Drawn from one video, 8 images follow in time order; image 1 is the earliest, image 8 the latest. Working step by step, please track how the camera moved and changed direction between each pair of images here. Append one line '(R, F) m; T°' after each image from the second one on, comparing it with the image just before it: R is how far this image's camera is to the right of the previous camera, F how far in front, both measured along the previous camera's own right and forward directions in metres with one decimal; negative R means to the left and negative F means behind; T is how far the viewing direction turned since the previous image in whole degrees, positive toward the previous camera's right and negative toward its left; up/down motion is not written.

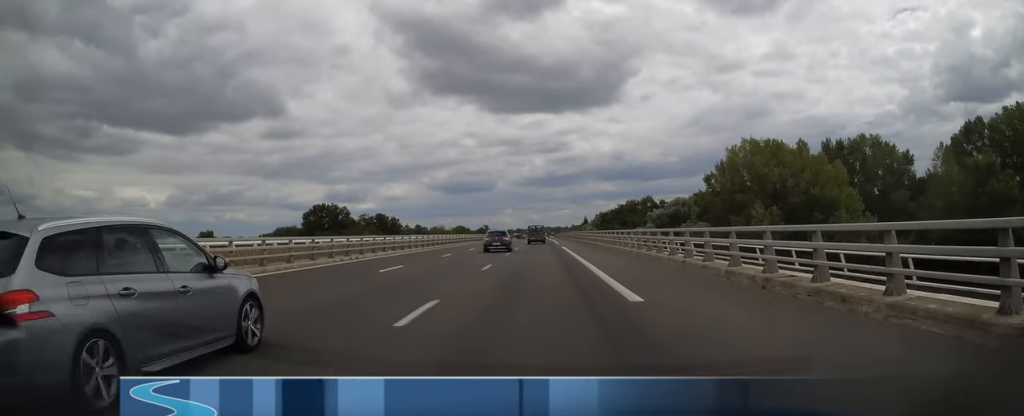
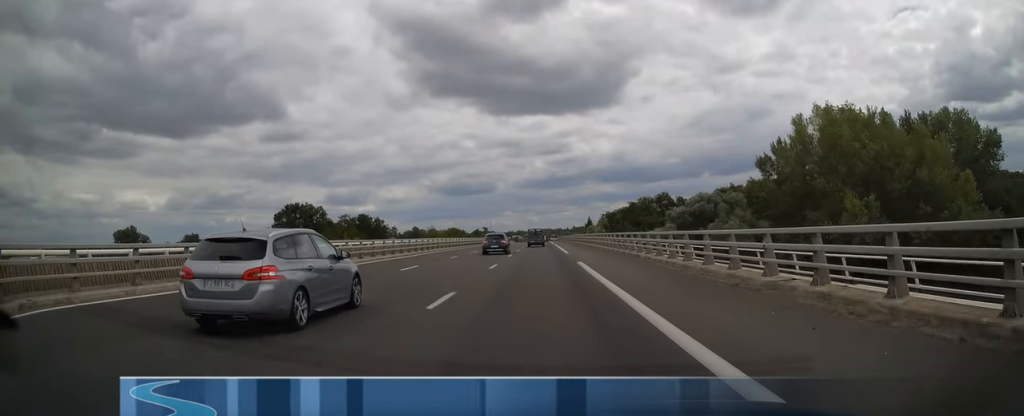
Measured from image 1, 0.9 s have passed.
(0.0, +22.6) m; 0°
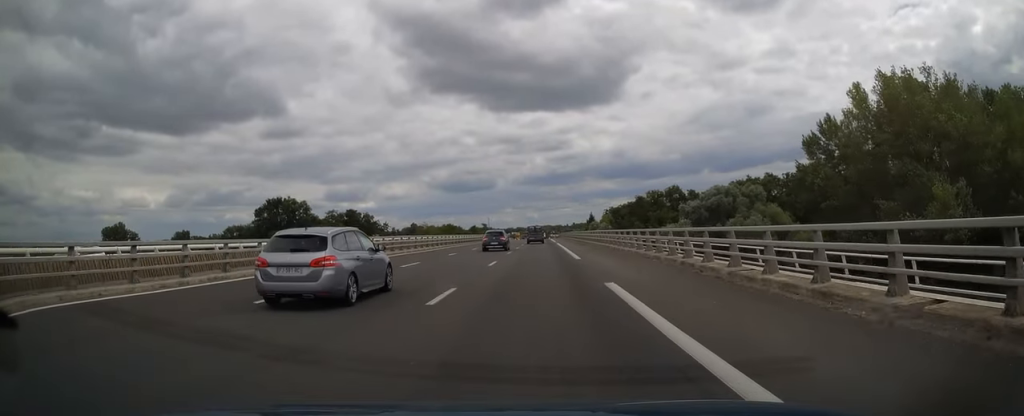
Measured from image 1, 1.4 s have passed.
(0.0, +12.5) m; 0°
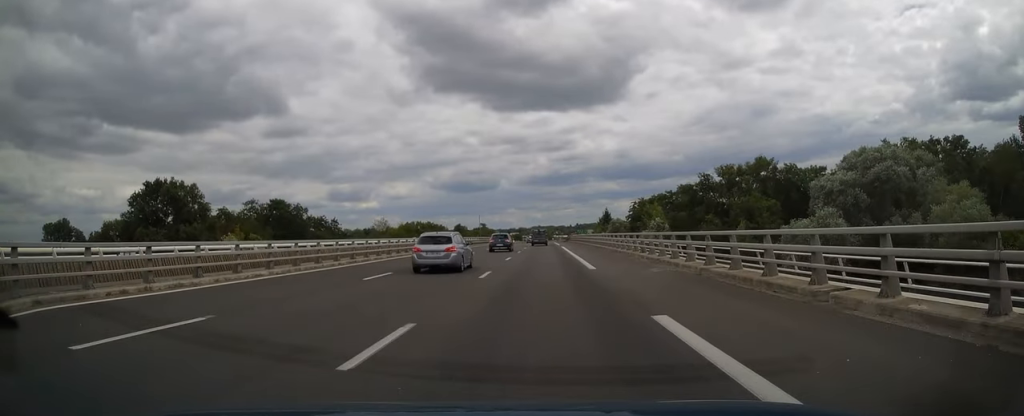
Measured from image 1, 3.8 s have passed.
(-0.3, +56.8) m; -1°
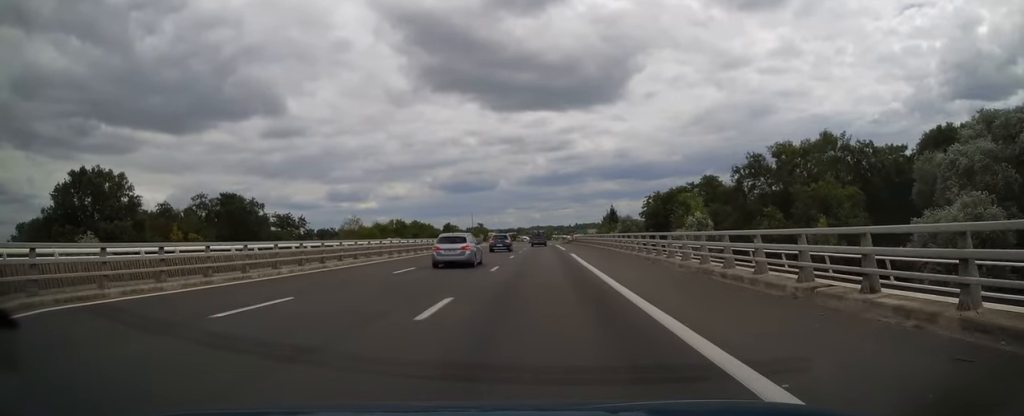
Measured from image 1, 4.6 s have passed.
(-0.1, +21.5) m; 0°
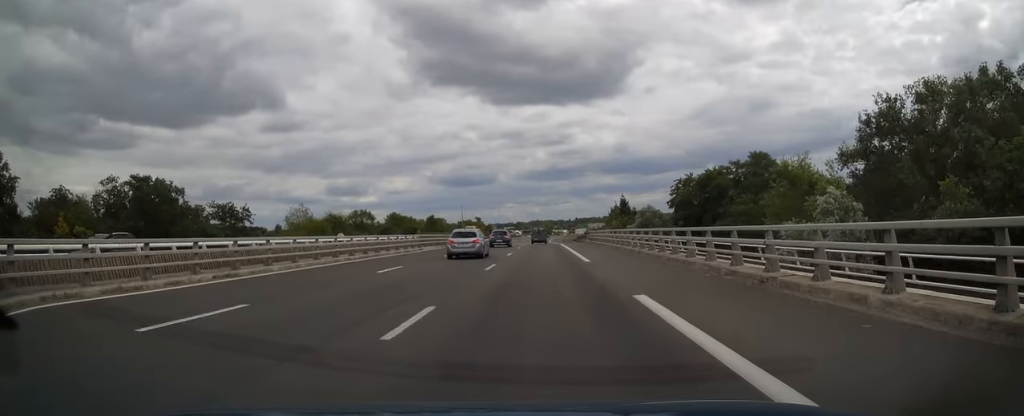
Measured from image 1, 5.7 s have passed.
(+0.2, +27.5) m; 0°
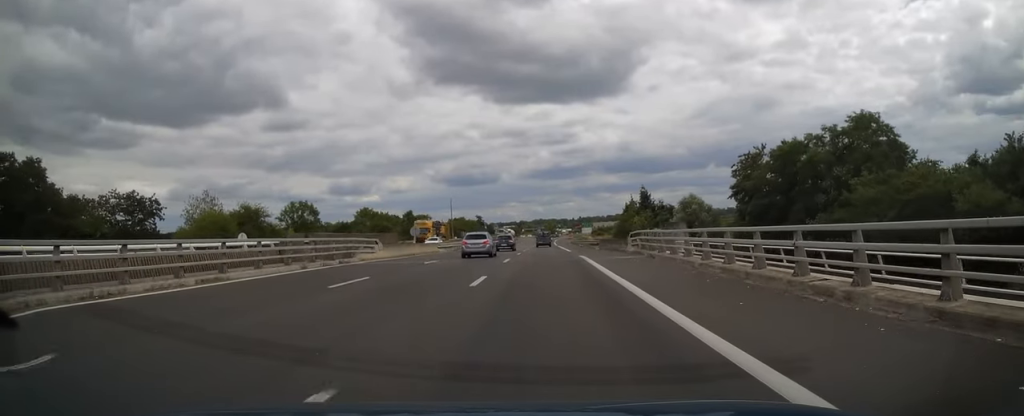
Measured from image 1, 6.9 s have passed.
(-0.1, +31.1) m; 0°
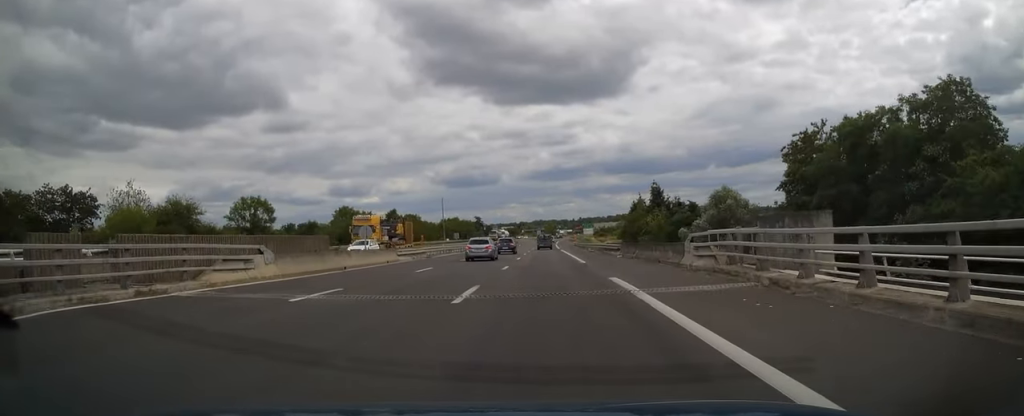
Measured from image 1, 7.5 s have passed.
(-0.1, +15.1) m; 0°
